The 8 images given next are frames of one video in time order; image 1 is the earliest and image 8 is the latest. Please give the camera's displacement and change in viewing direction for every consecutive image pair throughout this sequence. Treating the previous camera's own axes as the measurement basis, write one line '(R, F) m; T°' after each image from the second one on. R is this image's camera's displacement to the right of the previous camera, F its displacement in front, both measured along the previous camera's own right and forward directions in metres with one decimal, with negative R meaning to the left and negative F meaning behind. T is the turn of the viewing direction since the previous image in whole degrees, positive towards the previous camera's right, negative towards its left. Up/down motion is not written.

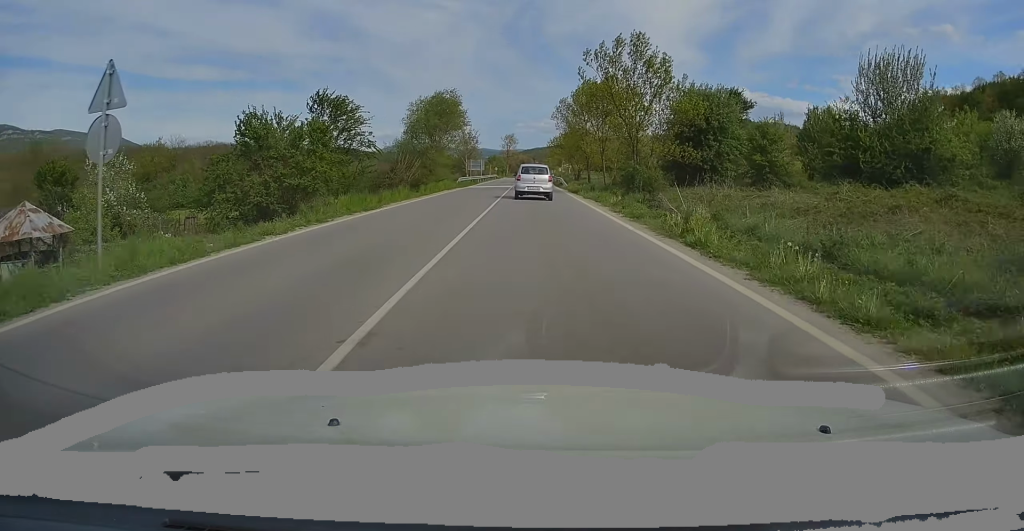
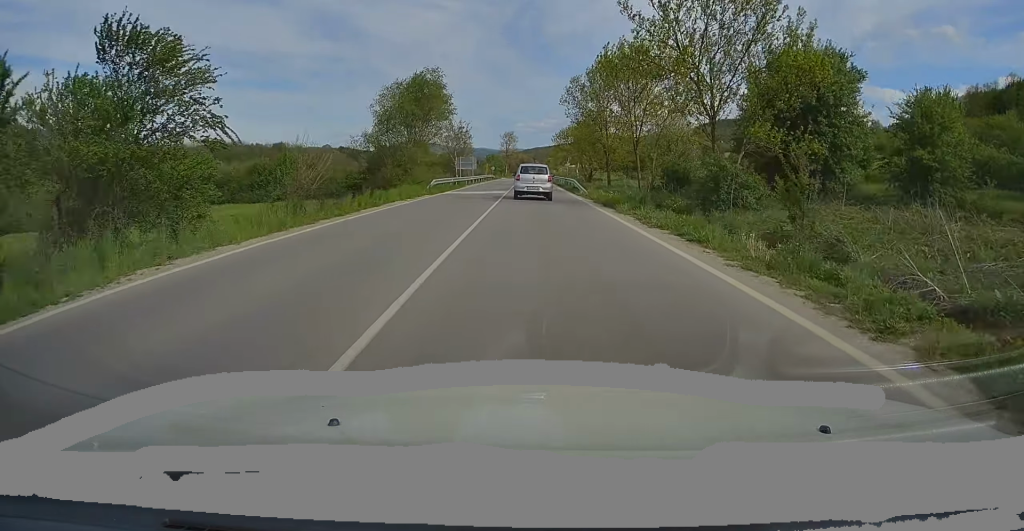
(0.0, +16.1) m; 0°
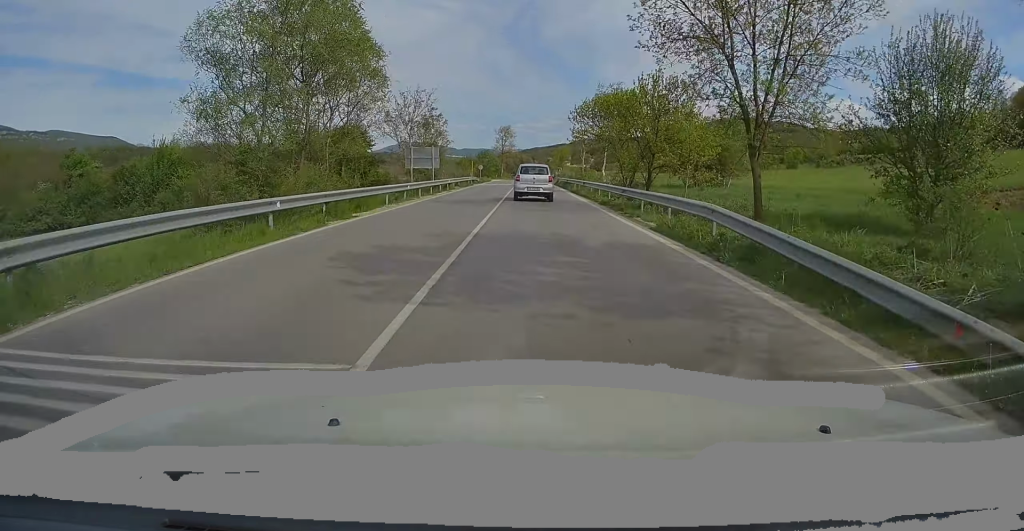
(-0.1, +34.4) m; +1°
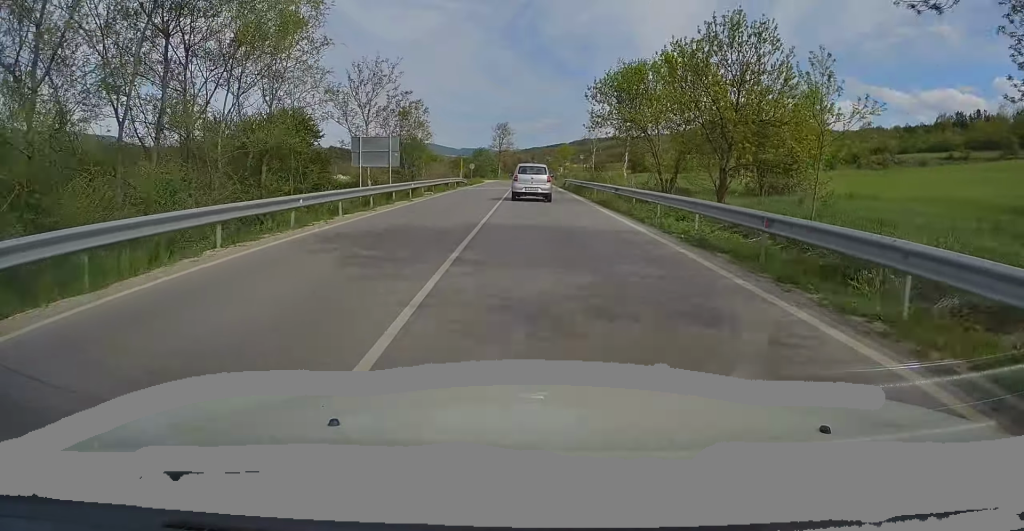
(+0.3, +14.6) m; 0°
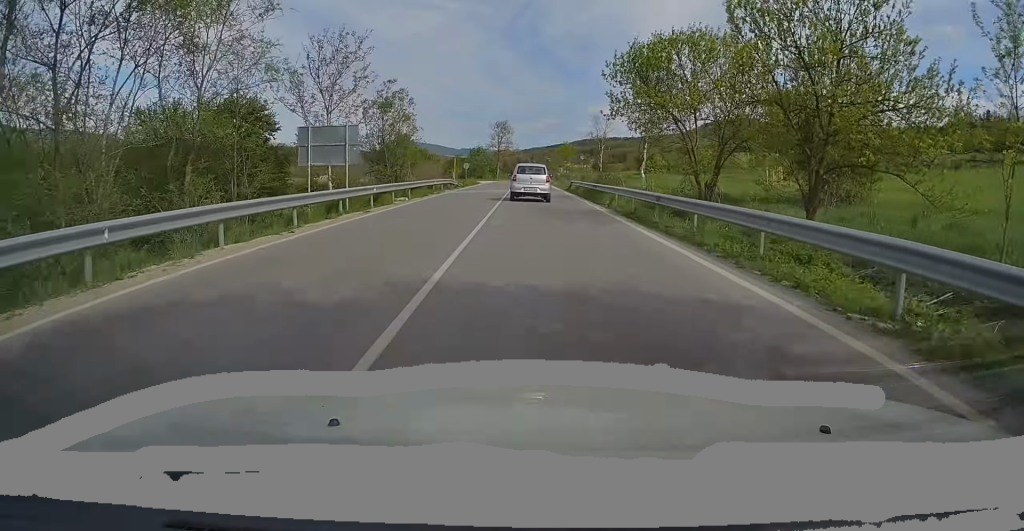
(0.0, +7.9) m; 0°
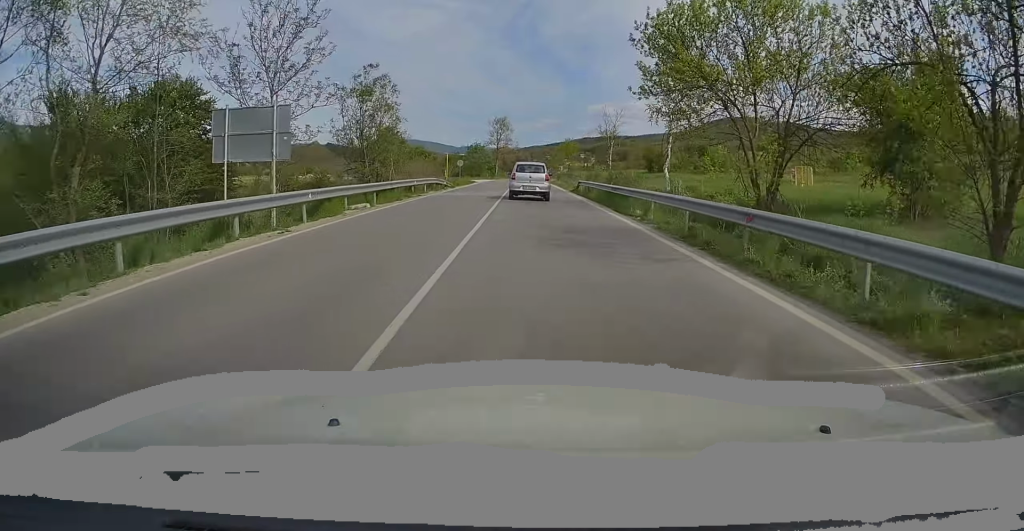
(-0.2, +7.3) m; 0°
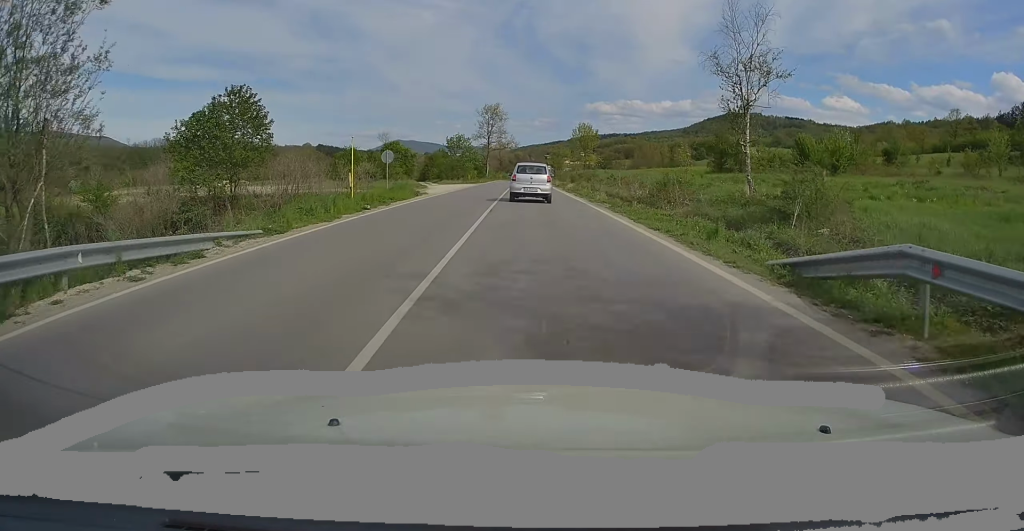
(+0.1, +37.1) m; 0°
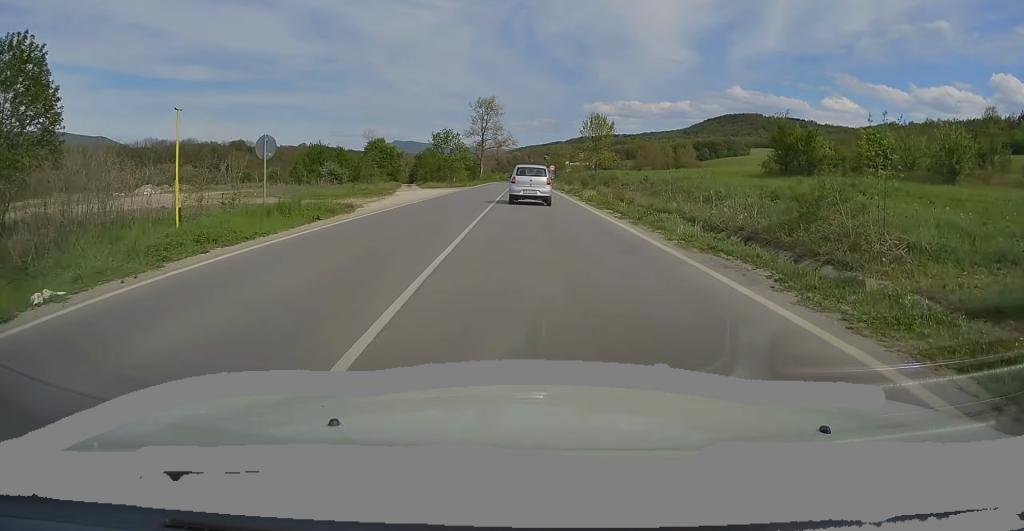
(0.0, +16.5) m; 0°
